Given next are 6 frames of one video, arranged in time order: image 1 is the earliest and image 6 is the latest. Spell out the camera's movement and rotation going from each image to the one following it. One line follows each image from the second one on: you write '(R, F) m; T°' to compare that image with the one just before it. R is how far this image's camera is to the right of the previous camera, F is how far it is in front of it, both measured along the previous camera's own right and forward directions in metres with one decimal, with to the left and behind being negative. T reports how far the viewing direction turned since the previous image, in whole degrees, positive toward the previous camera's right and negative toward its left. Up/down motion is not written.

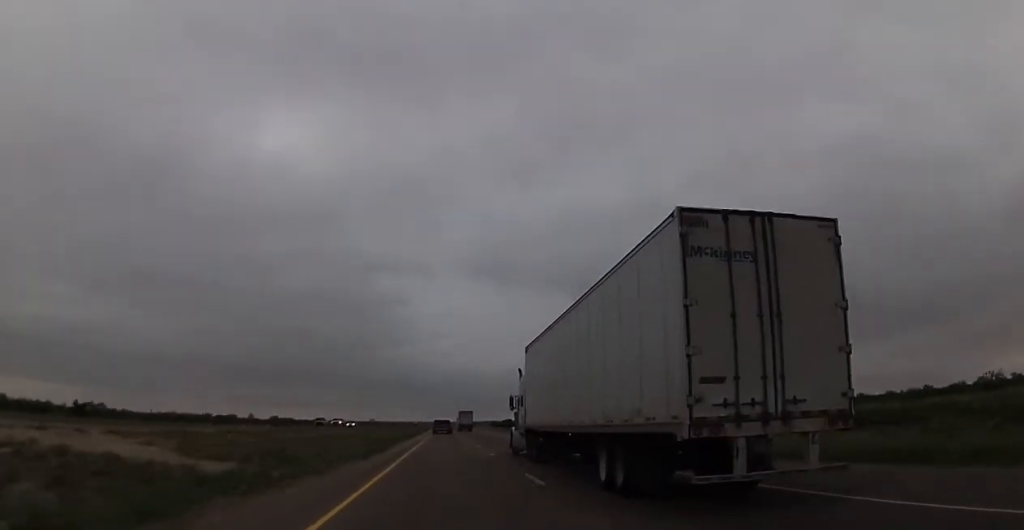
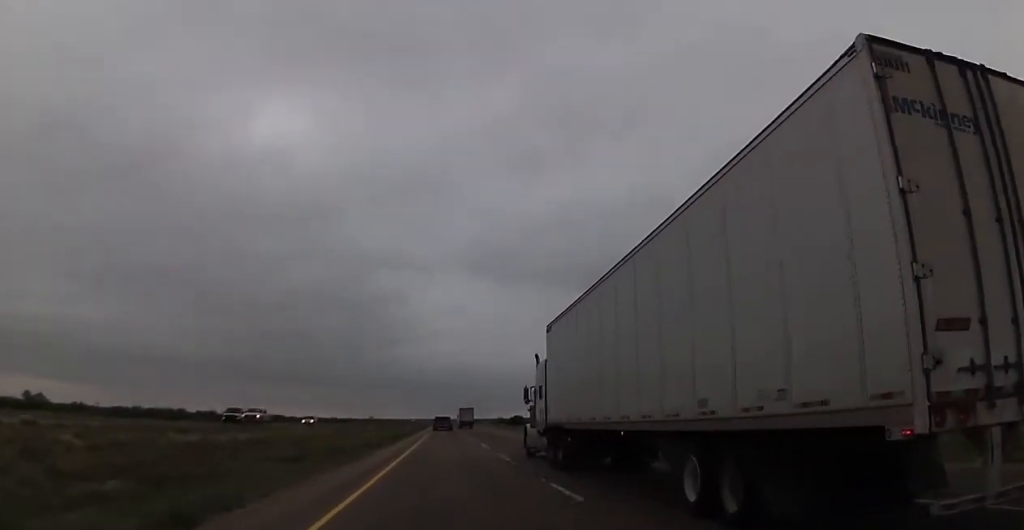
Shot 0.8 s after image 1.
(+0.2, +28.0) m; 0°
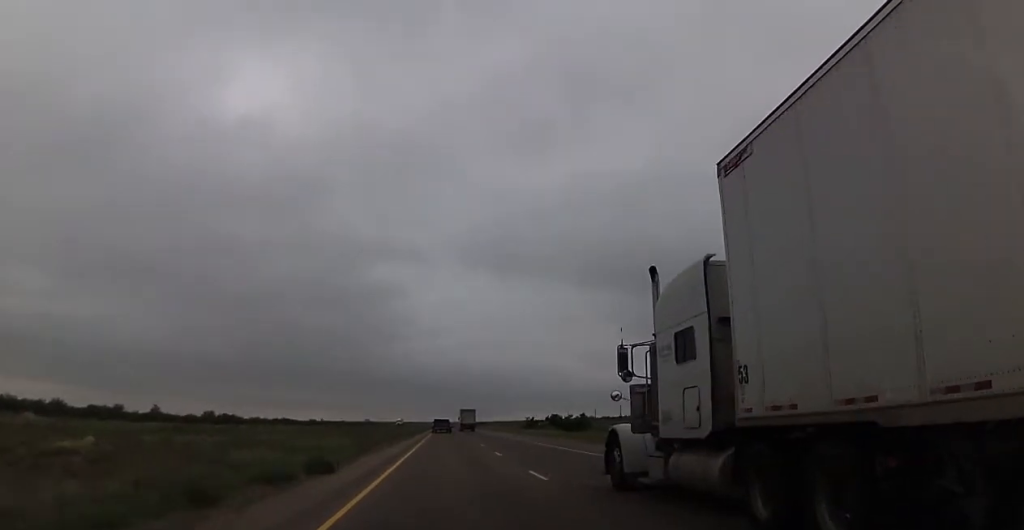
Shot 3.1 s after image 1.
(+1.0, +80.5) m; +1°
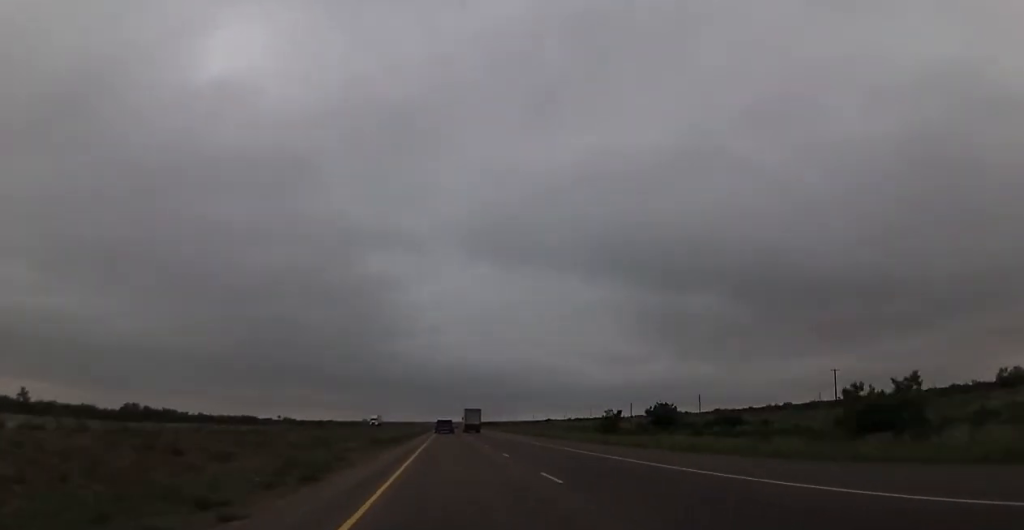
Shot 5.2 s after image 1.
(-0.9, +73.5) m; -1°
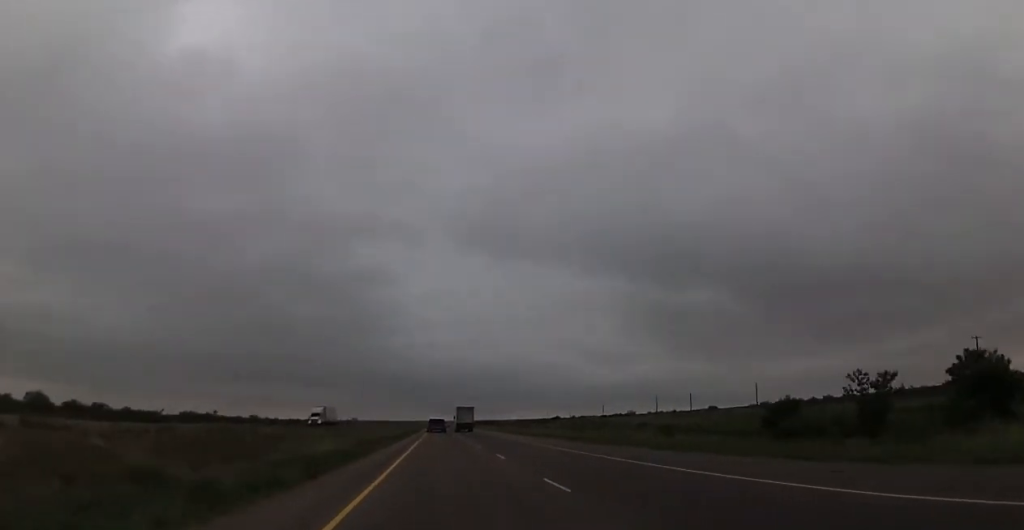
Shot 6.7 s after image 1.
(+0.1, +51.2) m; +1°
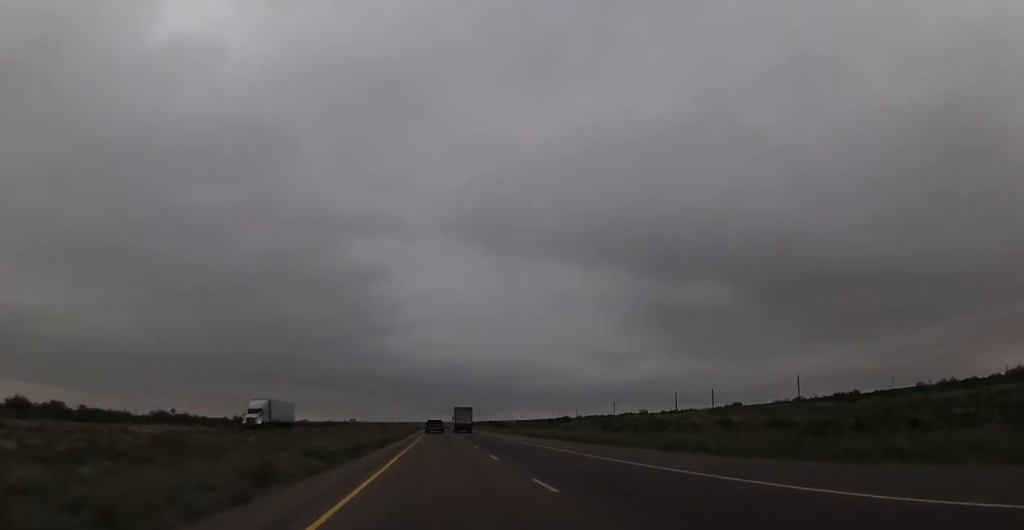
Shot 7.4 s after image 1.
(+0.1, +24.3) m; 0°
